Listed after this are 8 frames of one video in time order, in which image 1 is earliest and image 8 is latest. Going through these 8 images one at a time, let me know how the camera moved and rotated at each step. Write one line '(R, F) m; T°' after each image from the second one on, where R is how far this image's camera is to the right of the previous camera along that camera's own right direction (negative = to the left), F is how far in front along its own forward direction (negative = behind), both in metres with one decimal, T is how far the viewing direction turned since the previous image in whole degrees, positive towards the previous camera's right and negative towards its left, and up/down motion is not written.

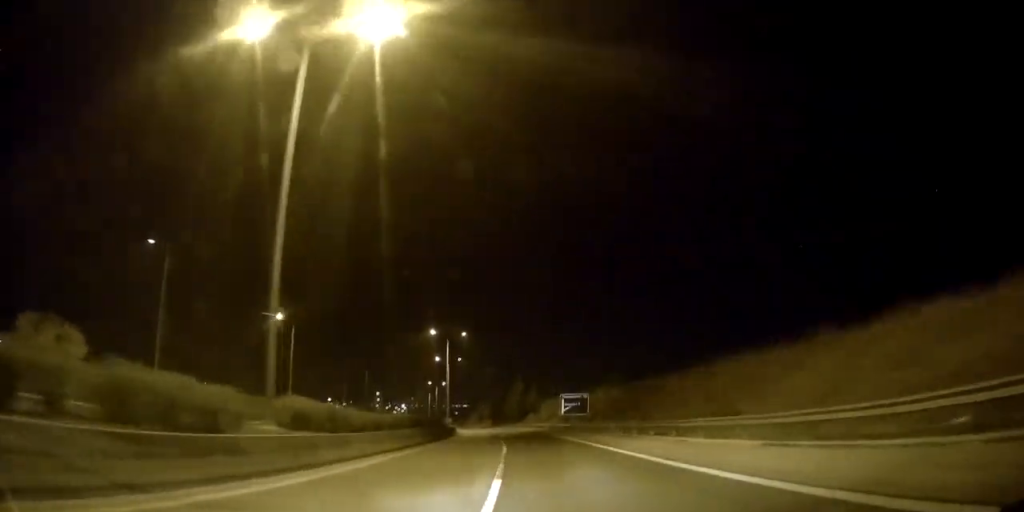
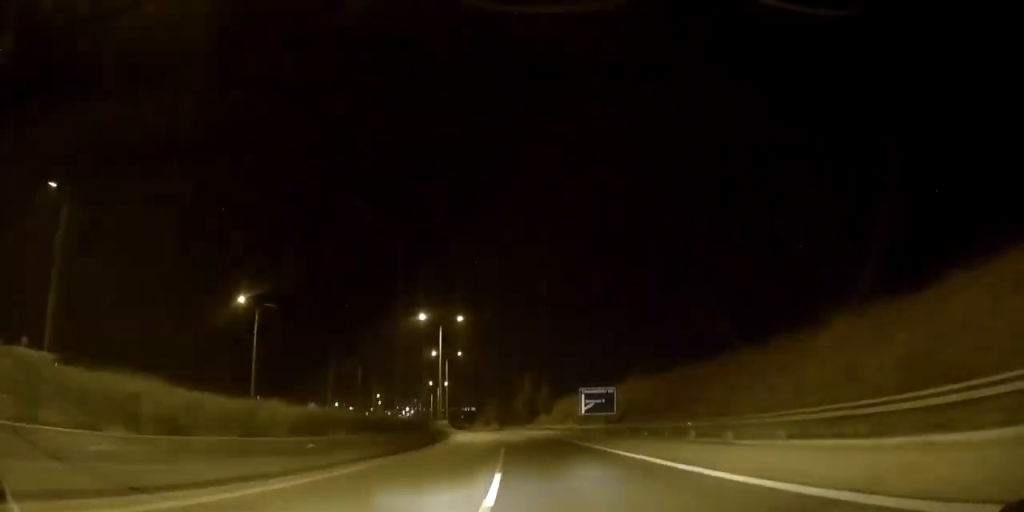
(-0.2, +14.8) m; -1°
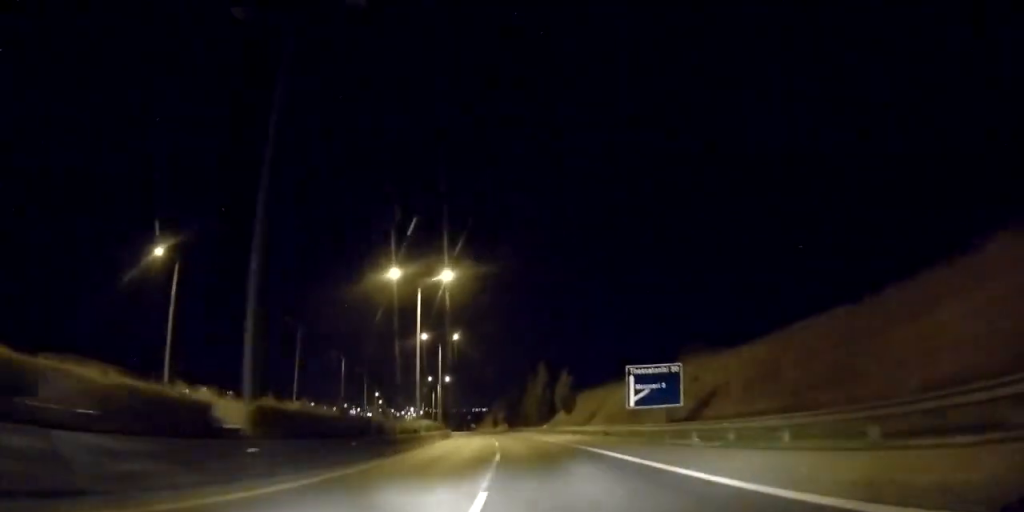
(-0.1, +20.5) m; -1°
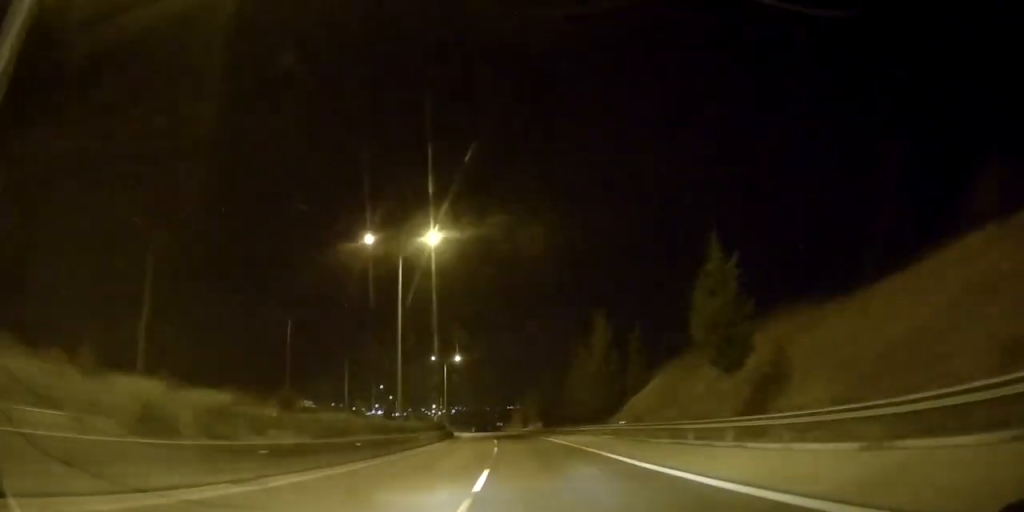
(-1.6, +44.2) m; -4°
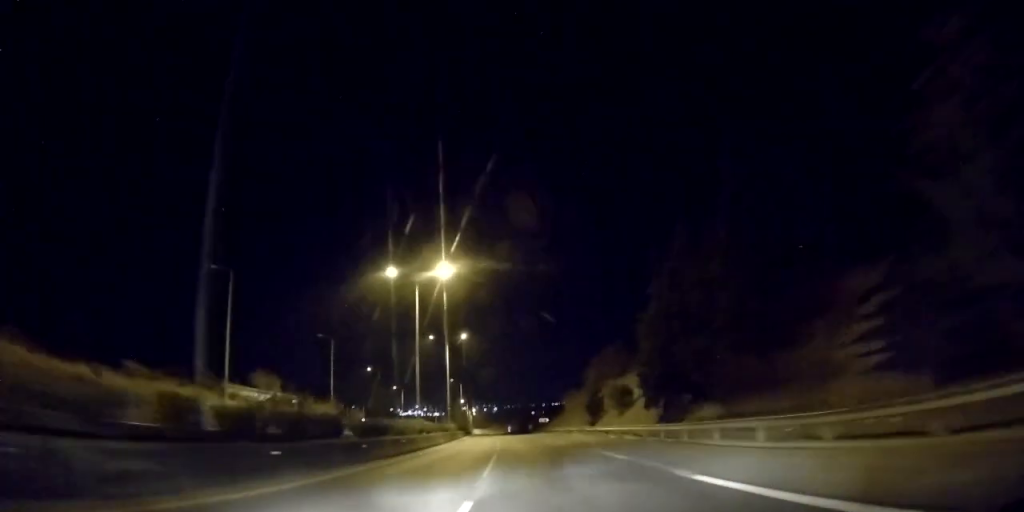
(-1.6, +61.9) m; -3°
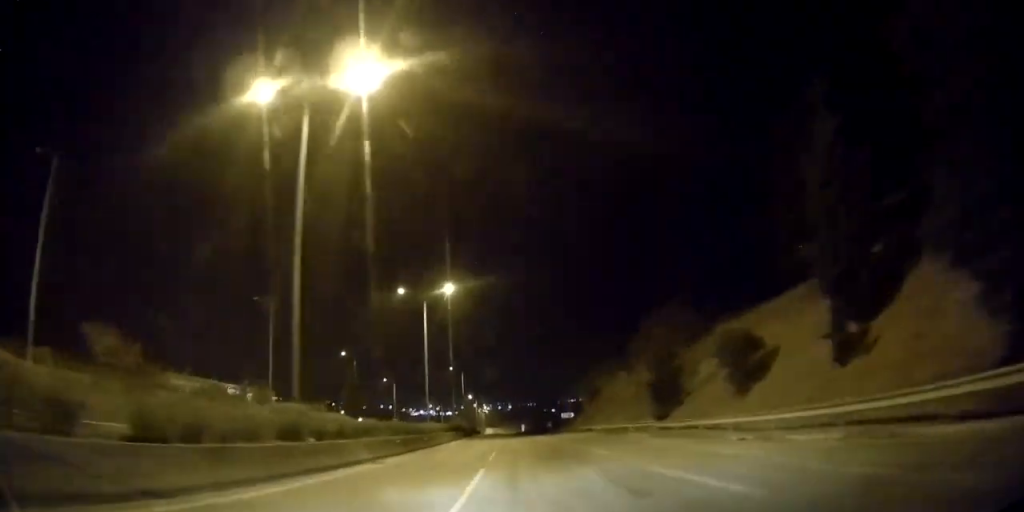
(-0.5, +28.2) m; -2°
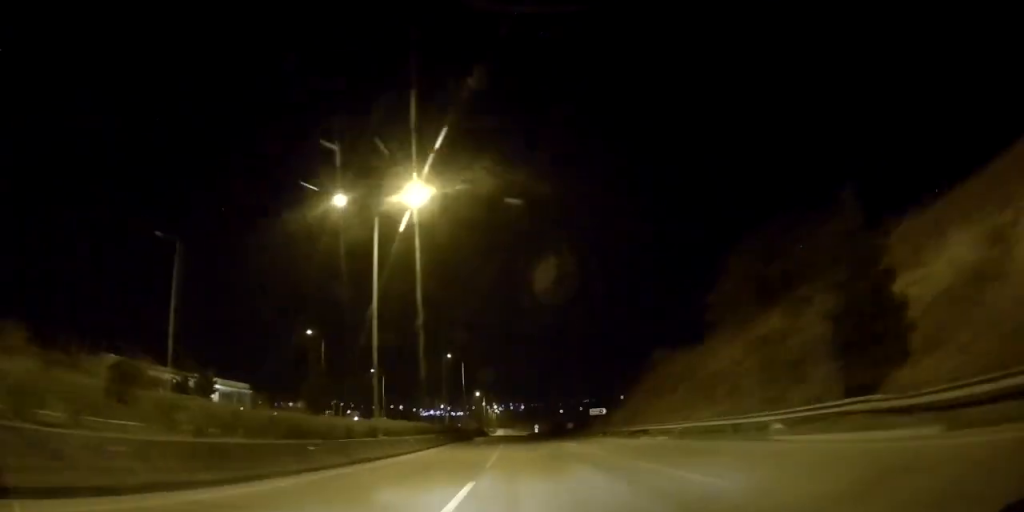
(-0.3, +22.4) m; -1°
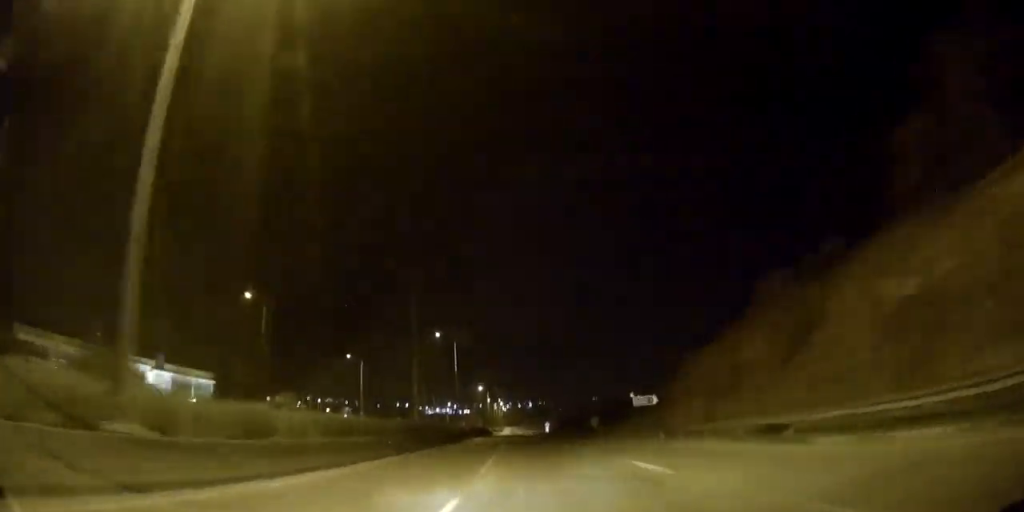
(-0.1, +21.0) m; 0°
